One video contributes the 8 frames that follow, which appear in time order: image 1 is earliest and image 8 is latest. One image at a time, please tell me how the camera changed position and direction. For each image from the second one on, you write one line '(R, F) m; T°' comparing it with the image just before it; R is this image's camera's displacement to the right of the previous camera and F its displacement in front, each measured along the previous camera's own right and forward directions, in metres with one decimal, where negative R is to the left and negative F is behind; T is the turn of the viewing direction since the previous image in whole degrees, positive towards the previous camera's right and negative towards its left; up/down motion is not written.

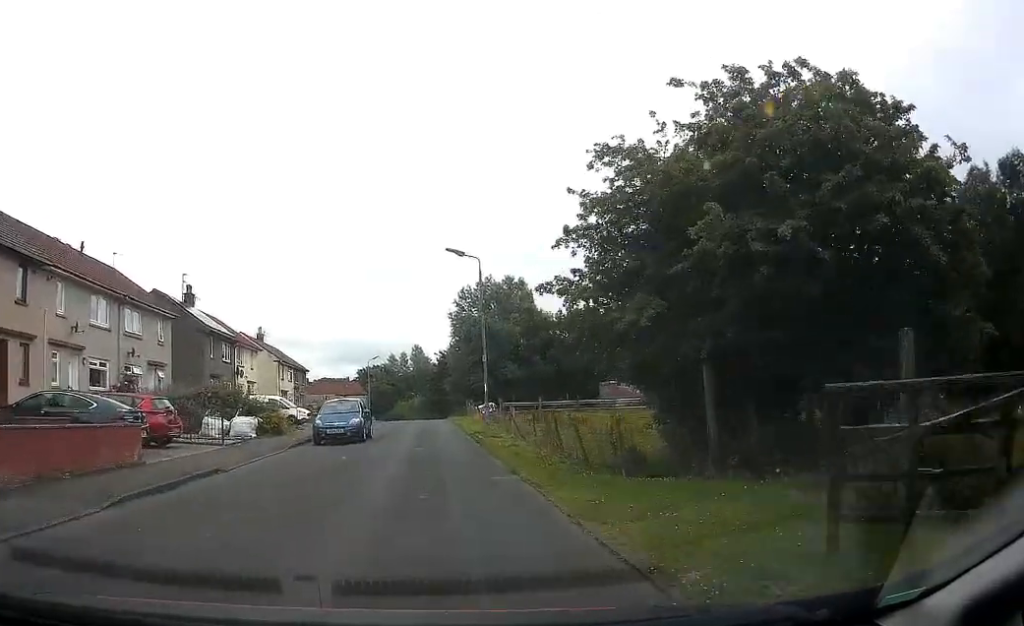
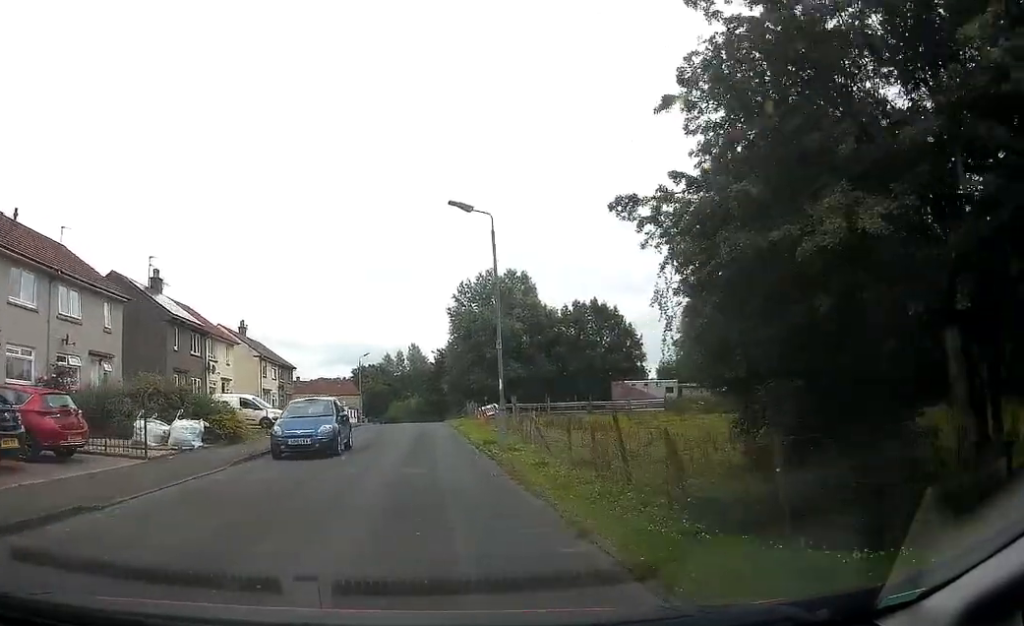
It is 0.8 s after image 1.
(0.0, +6.1) m; 0°
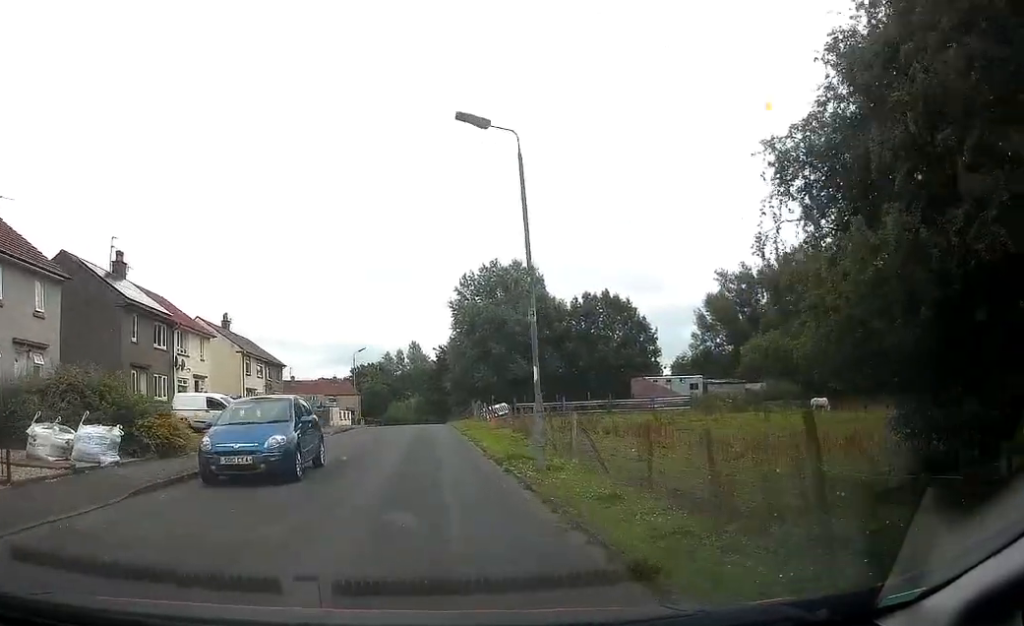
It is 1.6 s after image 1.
(0.0, +6.0) m; +2°
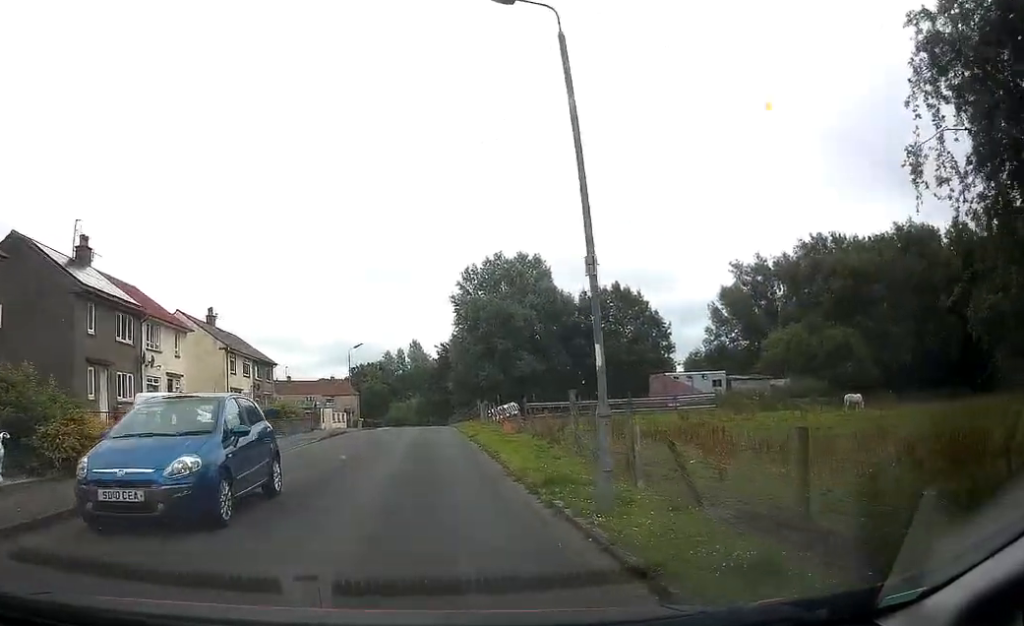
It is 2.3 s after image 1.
(+0.1, +4.6) m; +1°
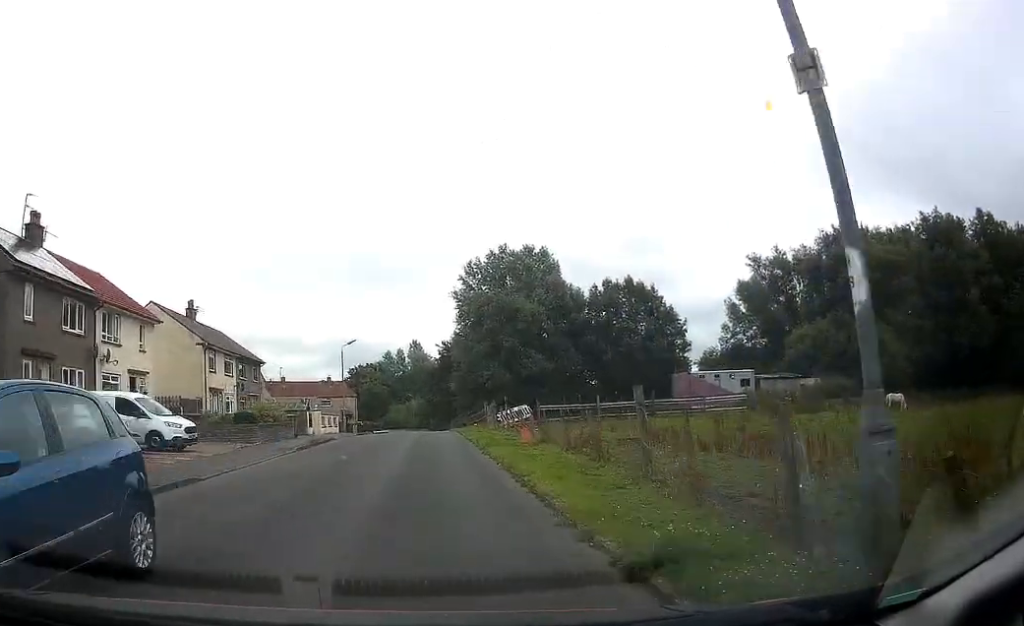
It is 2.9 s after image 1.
(+0.3, +4.8) m; 0°
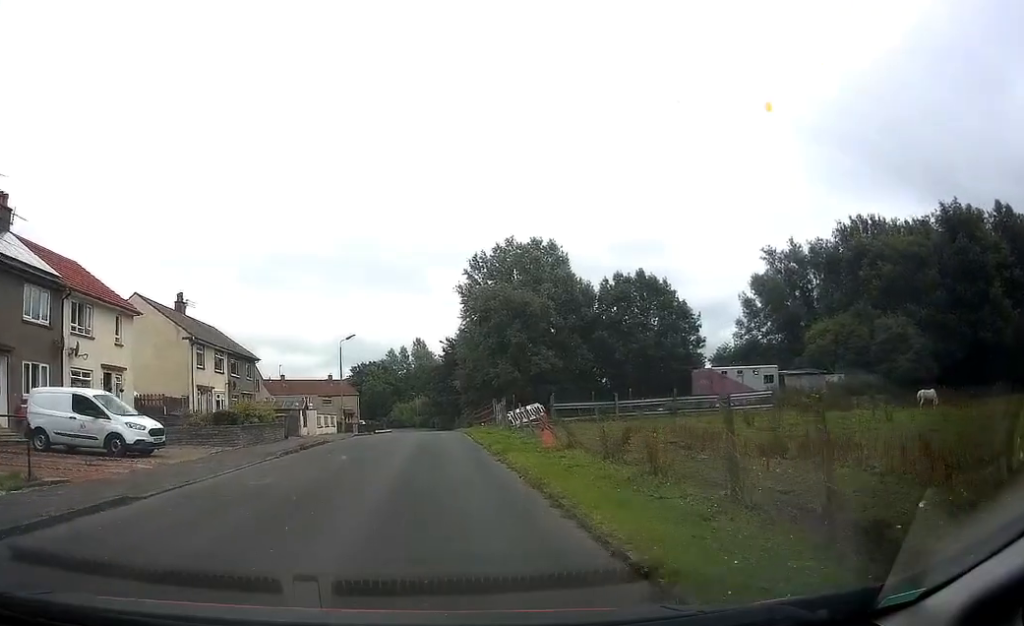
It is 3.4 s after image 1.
(-0.2, +3.1) m; -3°
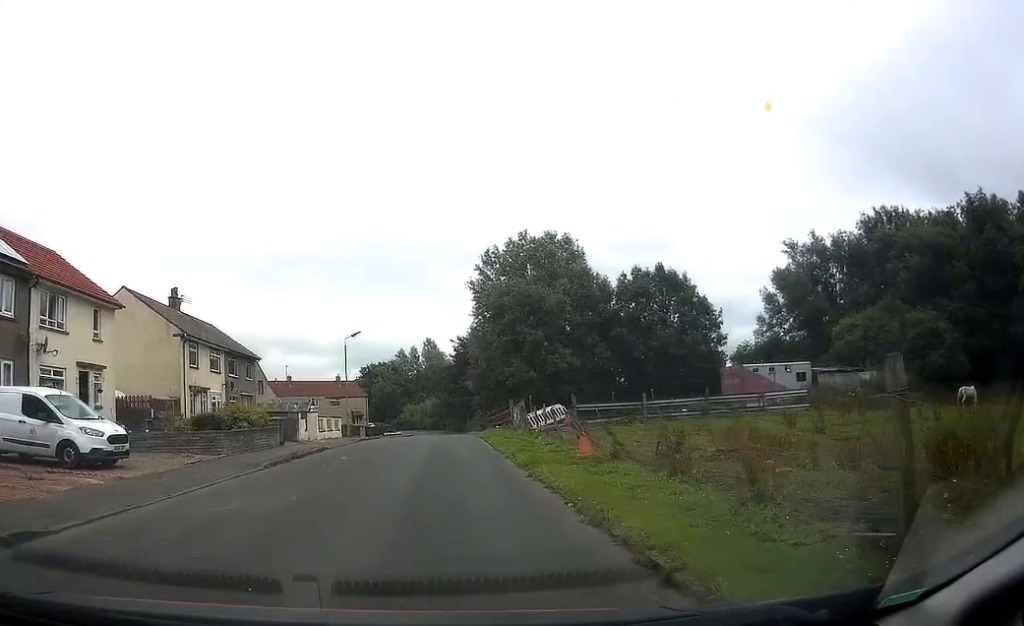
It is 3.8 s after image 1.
(0.0, +3.2) m; -3°
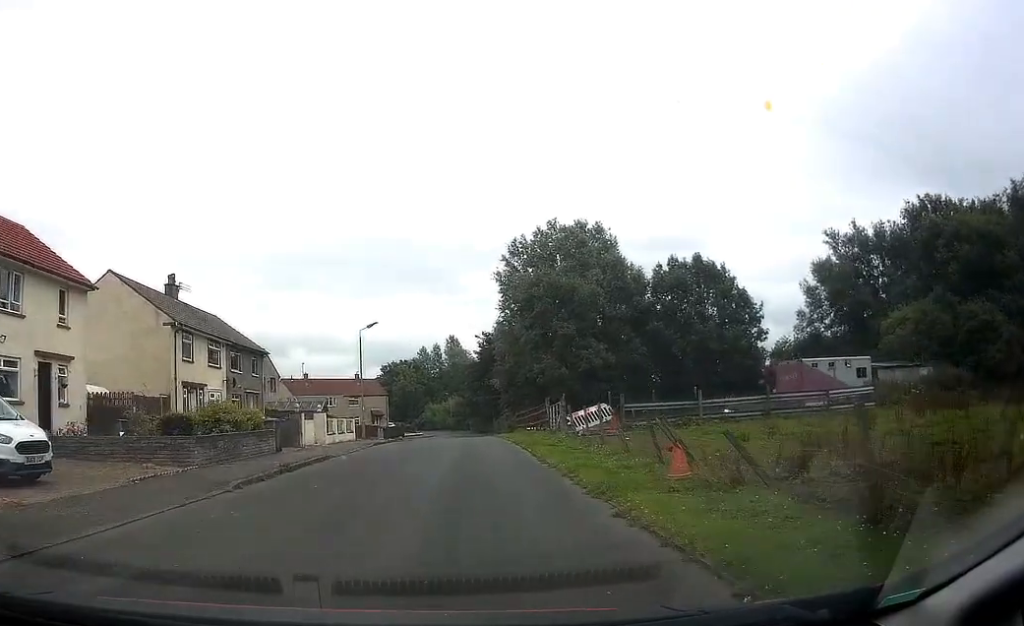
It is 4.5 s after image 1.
(-0.3, +4.7) m; -2°
